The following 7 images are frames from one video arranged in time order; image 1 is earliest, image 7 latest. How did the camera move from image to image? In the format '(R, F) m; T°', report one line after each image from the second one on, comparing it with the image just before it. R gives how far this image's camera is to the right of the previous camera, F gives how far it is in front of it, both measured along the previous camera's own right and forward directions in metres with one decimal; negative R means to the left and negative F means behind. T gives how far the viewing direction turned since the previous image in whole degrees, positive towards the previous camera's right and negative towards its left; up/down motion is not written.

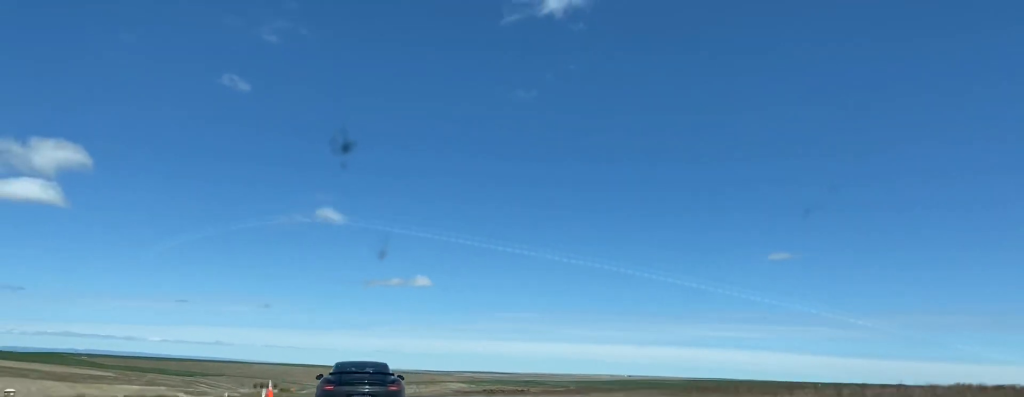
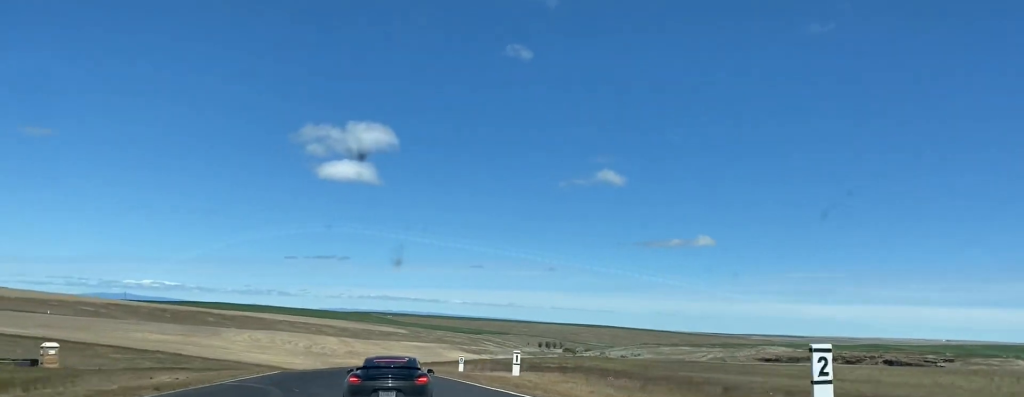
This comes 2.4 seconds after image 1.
(-12.7, +78.1) m; -16°
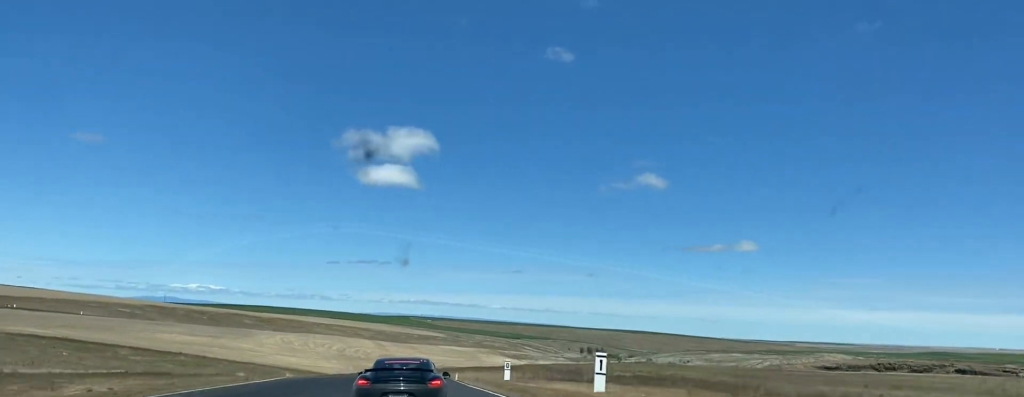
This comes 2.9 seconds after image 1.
(-0.3, +15.6) m; -3°
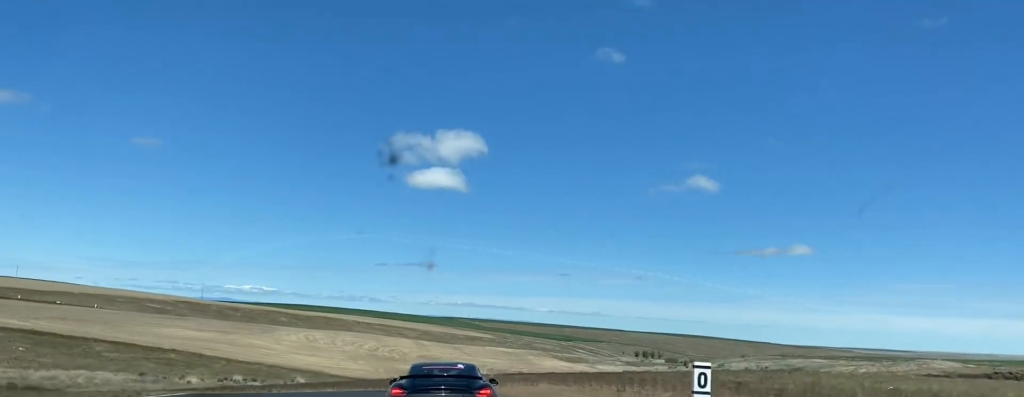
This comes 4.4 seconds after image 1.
(-1.6, +40.2) m; -4°
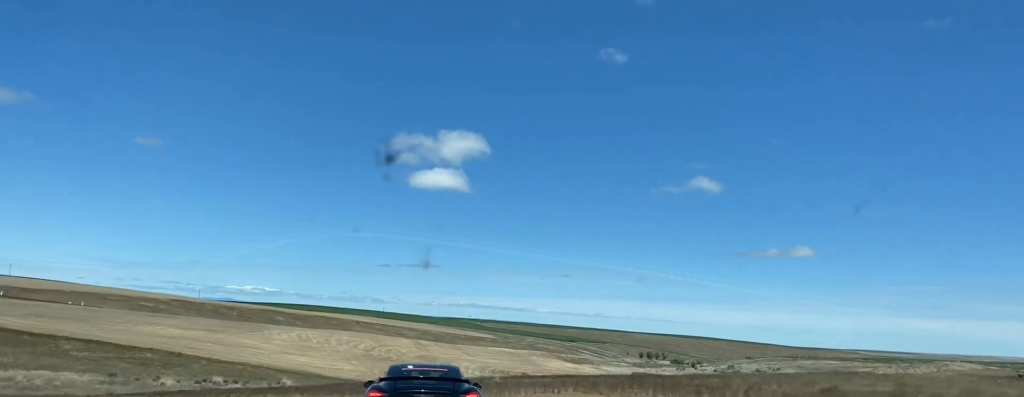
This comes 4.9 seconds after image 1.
(+0.2, +11.9) m; -2°
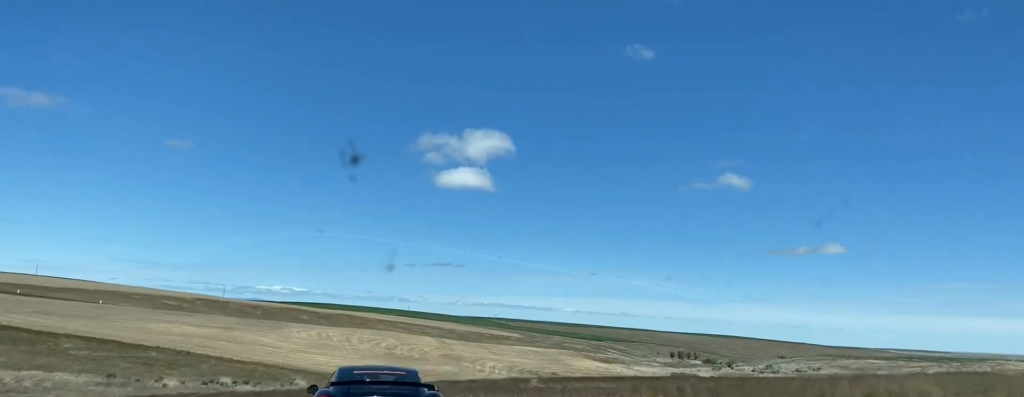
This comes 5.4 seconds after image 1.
(-0.5, +11.2) m; -6°
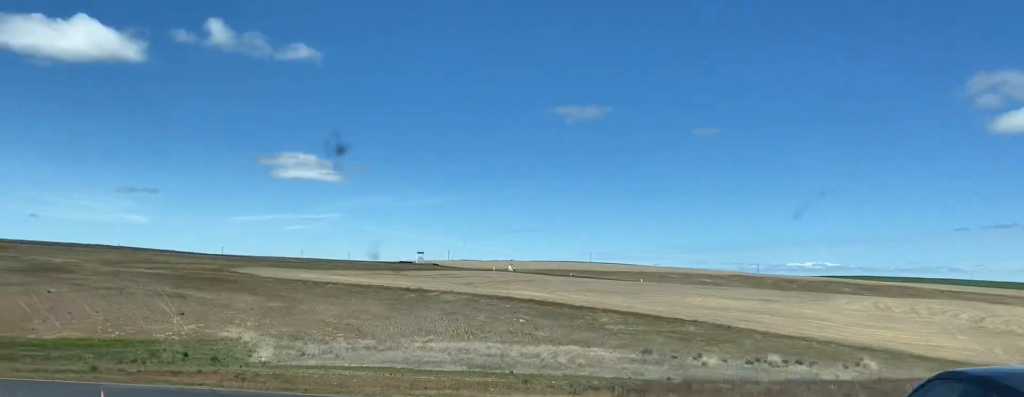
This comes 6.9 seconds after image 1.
(-4.8, +28.6) m; -31°
